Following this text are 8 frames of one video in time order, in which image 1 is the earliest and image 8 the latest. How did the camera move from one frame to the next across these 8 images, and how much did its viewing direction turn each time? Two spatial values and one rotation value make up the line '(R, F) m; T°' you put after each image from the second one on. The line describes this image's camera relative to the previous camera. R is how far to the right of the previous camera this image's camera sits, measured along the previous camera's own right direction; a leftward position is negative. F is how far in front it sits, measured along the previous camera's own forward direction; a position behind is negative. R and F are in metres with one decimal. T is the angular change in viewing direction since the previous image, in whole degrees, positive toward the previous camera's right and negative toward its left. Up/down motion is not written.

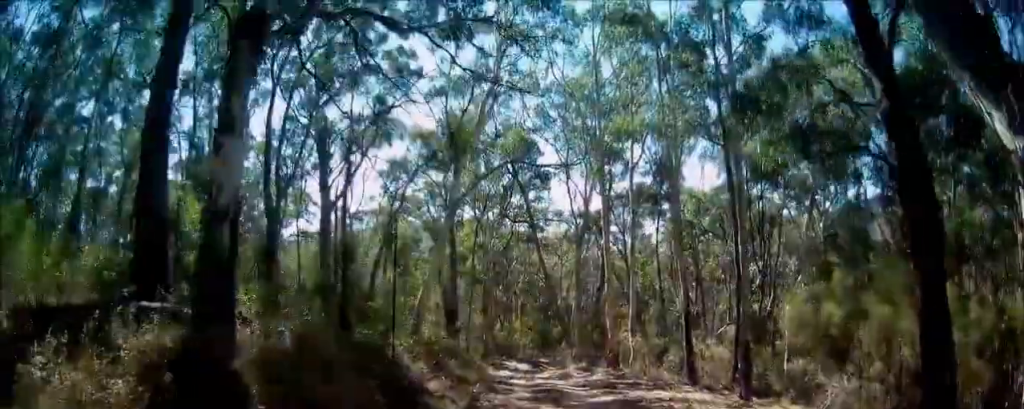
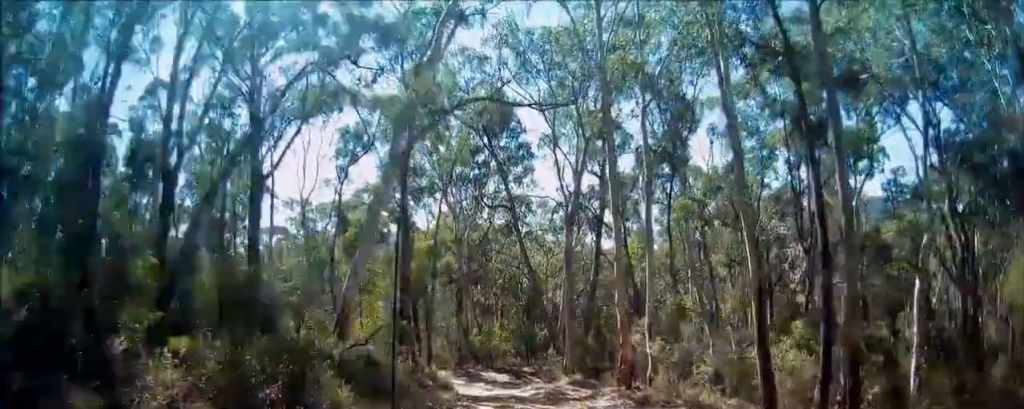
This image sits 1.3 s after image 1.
(+0.3, +8.3) m; +2°
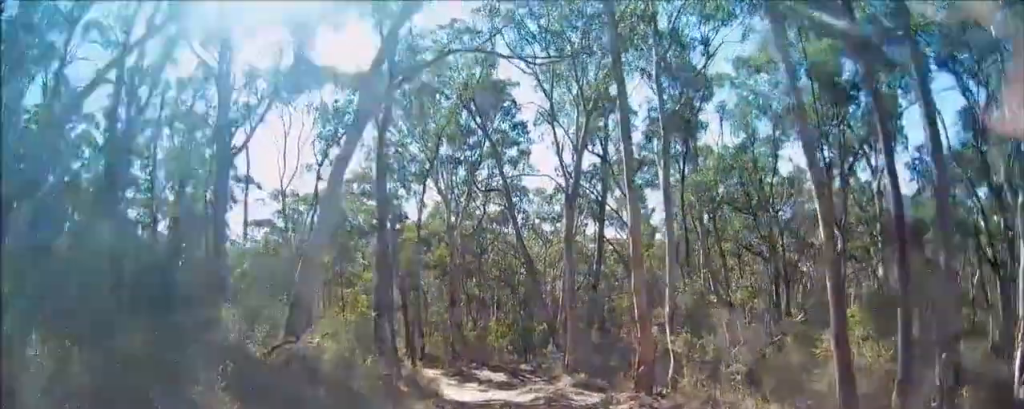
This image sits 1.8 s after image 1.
(-0.2, +3.5) m; 0°
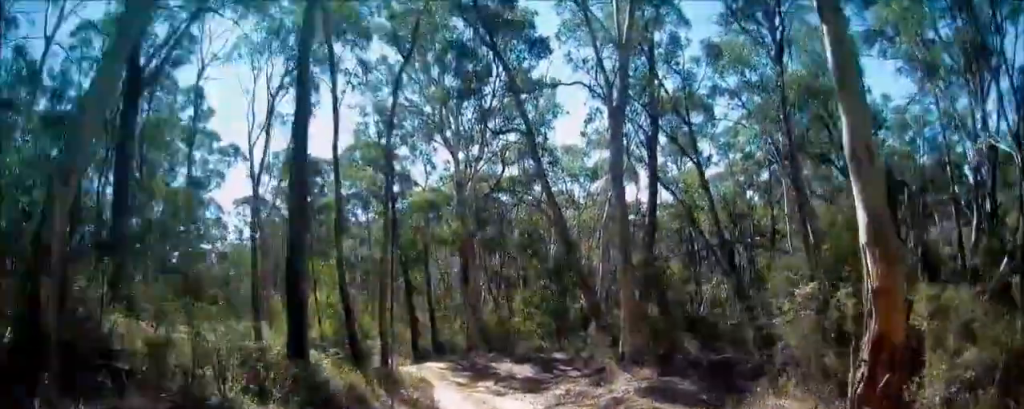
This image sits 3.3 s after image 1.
(+0.1, +9.4) m; -4°
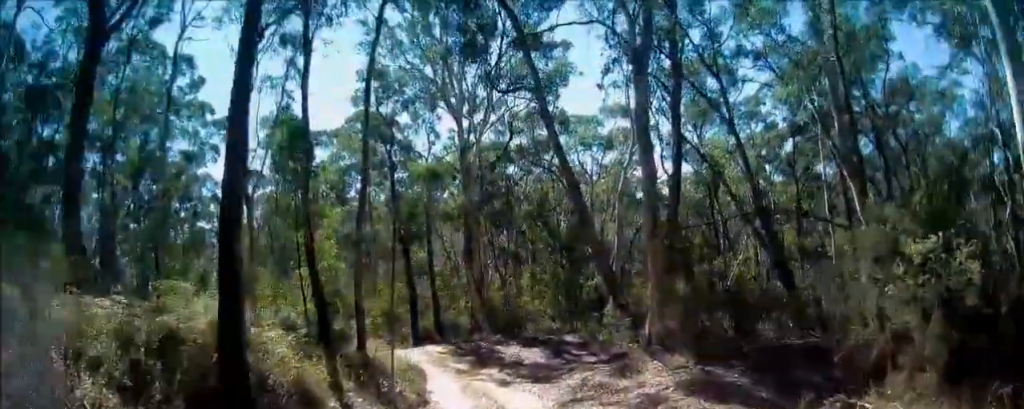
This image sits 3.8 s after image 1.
(-0.1, +2.8) m; -2°
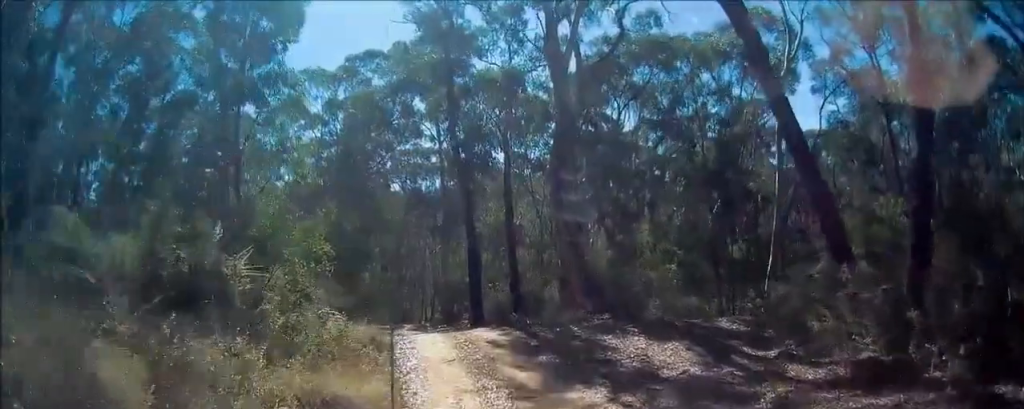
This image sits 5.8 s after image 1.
(-0.1, +11.6) m; -8°
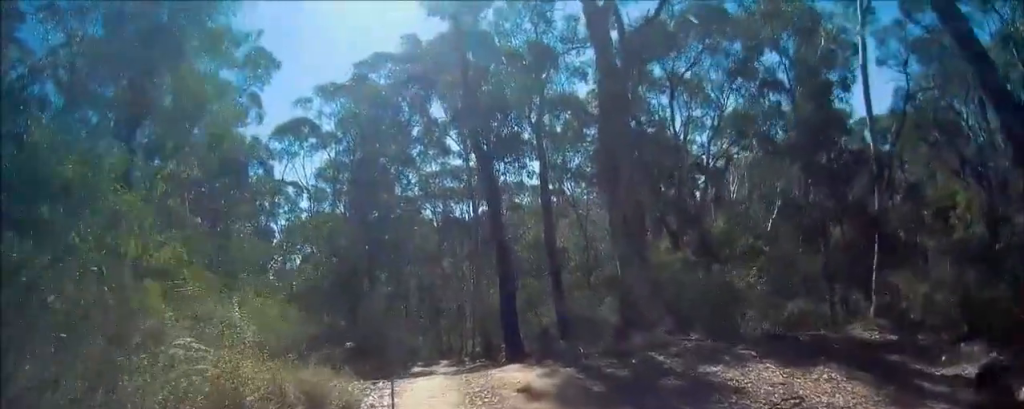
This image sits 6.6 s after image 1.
(-0.6, +5.1) m; -6°
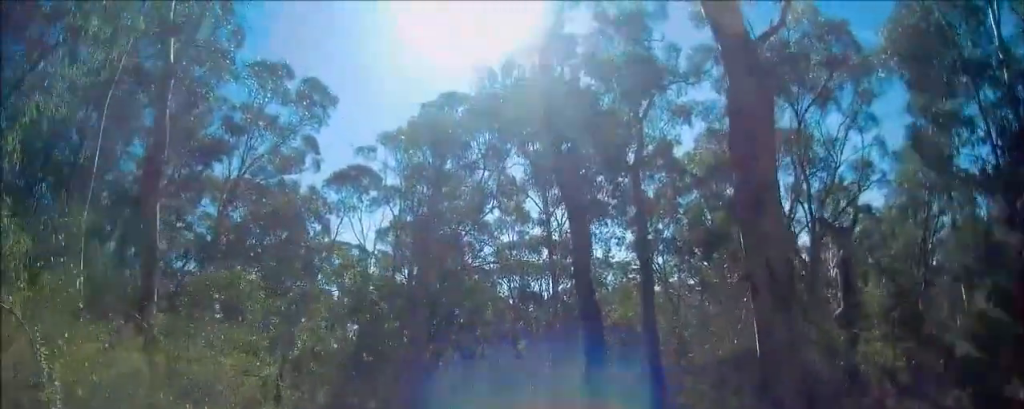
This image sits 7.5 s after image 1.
(-0.1, +5.1) m; -1°
